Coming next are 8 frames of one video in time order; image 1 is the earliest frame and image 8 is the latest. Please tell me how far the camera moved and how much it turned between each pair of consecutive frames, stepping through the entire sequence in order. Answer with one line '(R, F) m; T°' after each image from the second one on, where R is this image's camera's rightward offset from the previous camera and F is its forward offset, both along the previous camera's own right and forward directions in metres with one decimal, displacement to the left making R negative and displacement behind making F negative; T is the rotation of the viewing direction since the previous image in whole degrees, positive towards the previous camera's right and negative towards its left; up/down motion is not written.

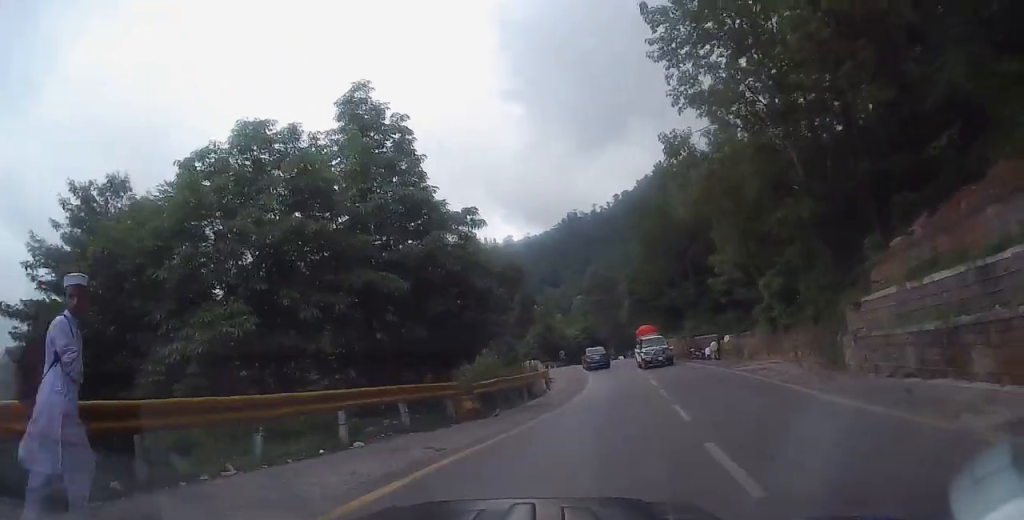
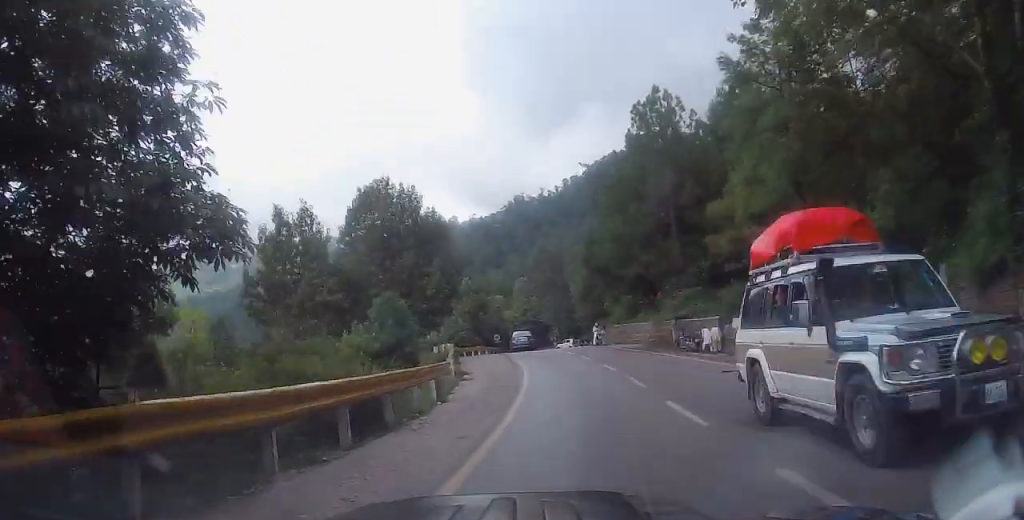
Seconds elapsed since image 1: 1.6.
(-0.1, +14.6) m; +3°
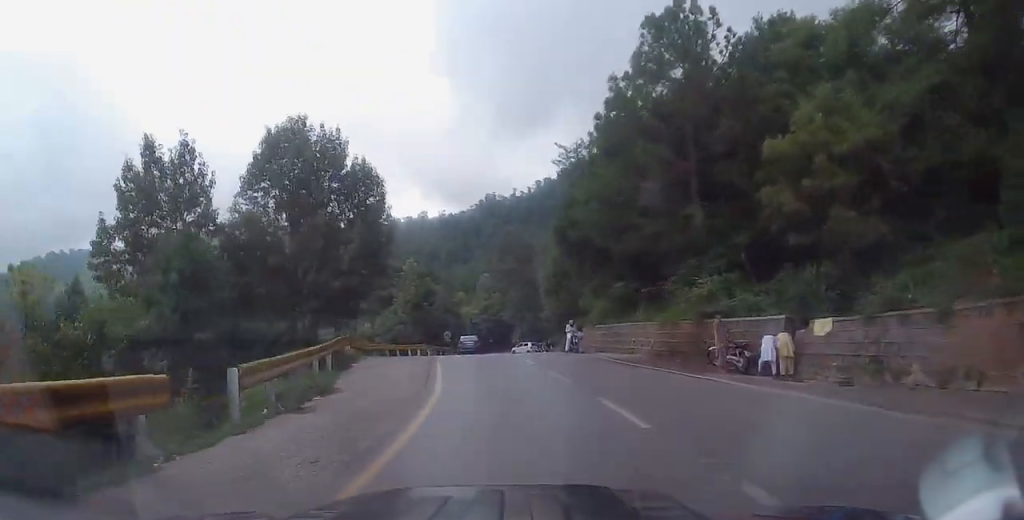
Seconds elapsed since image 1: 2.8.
(+0.7, +12.3) m; +3°
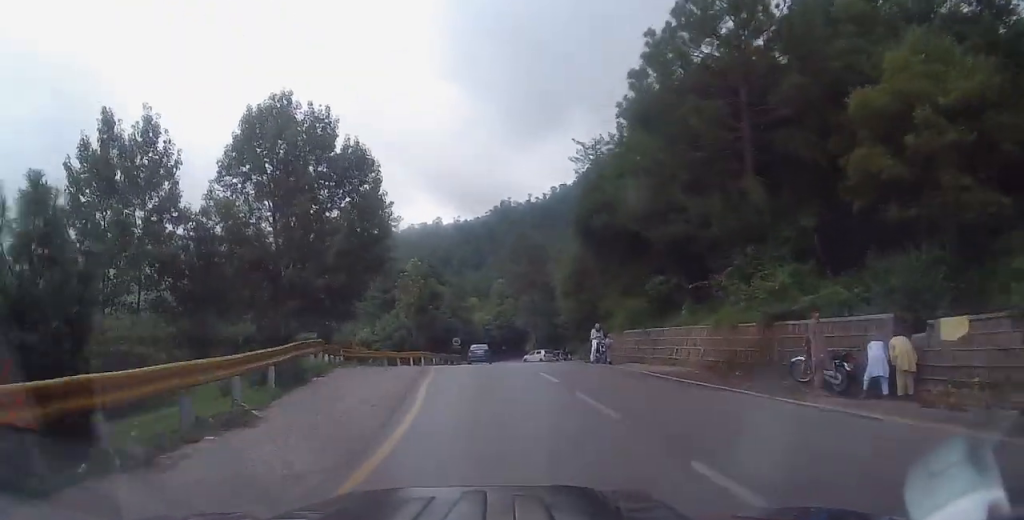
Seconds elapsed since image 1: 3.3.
(0.0, +5.0) m; -2°
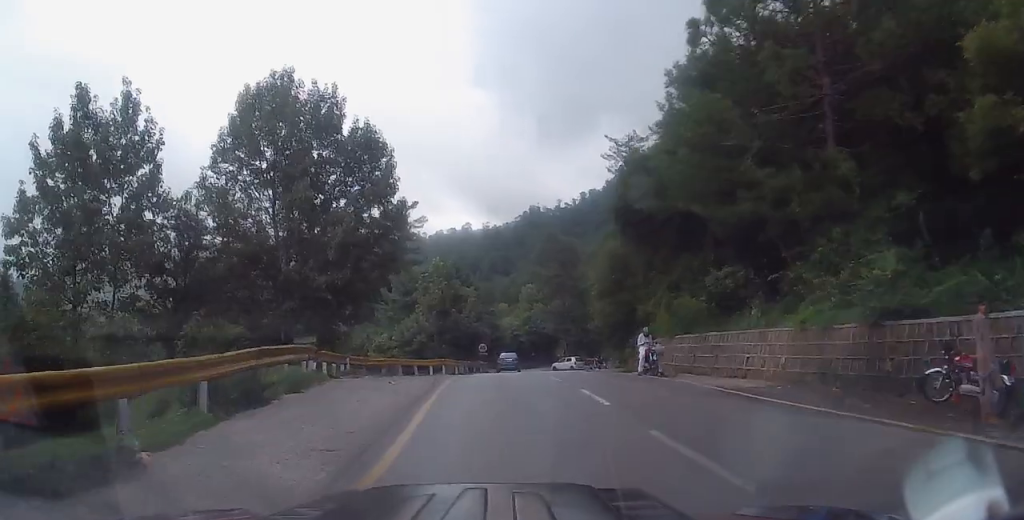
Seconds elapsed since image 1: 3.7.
(+0.1, +4.0) m; -2°
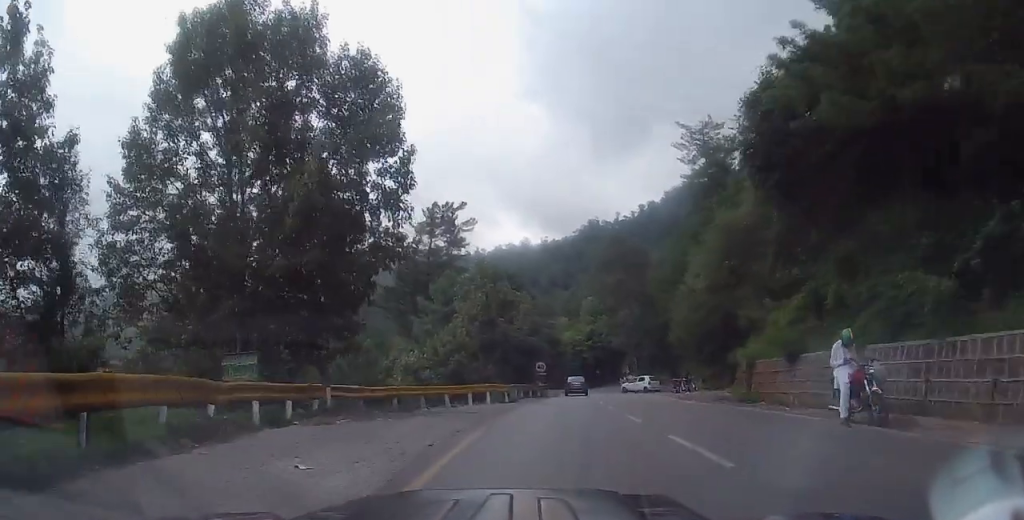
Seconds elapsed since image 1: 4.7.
(-0.5, +10.0) m; -3°
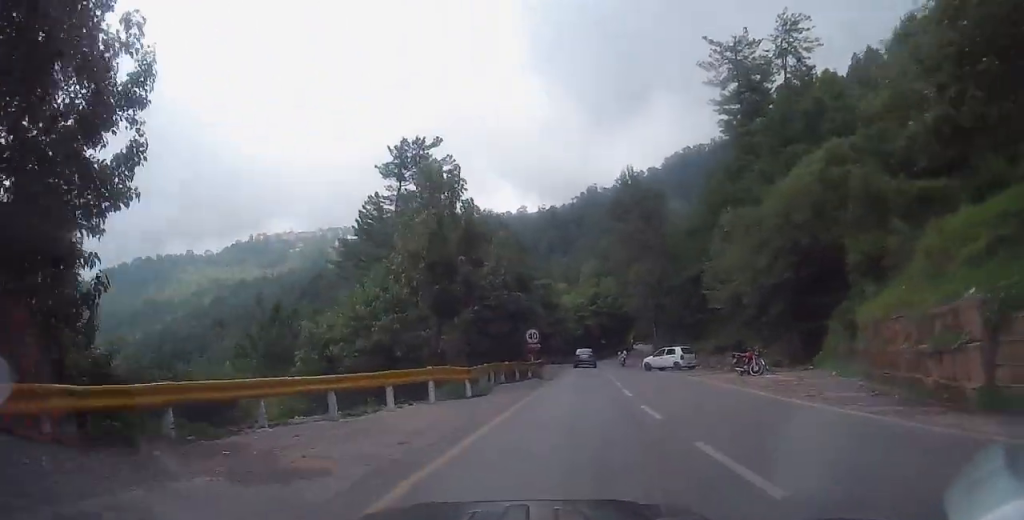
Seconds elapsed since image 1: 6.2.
(-0.4, +13.8) m; -2°
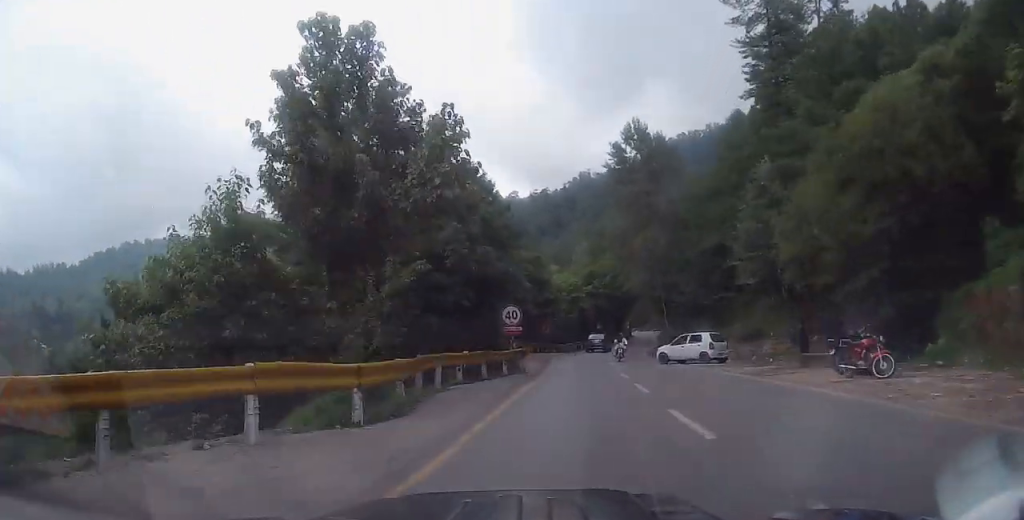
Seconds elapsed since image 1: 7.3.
(0.0, +10.1) m; +2°
